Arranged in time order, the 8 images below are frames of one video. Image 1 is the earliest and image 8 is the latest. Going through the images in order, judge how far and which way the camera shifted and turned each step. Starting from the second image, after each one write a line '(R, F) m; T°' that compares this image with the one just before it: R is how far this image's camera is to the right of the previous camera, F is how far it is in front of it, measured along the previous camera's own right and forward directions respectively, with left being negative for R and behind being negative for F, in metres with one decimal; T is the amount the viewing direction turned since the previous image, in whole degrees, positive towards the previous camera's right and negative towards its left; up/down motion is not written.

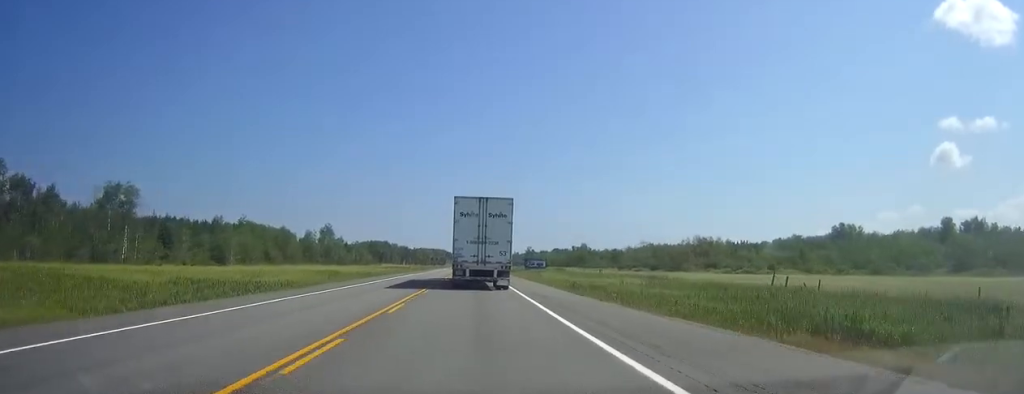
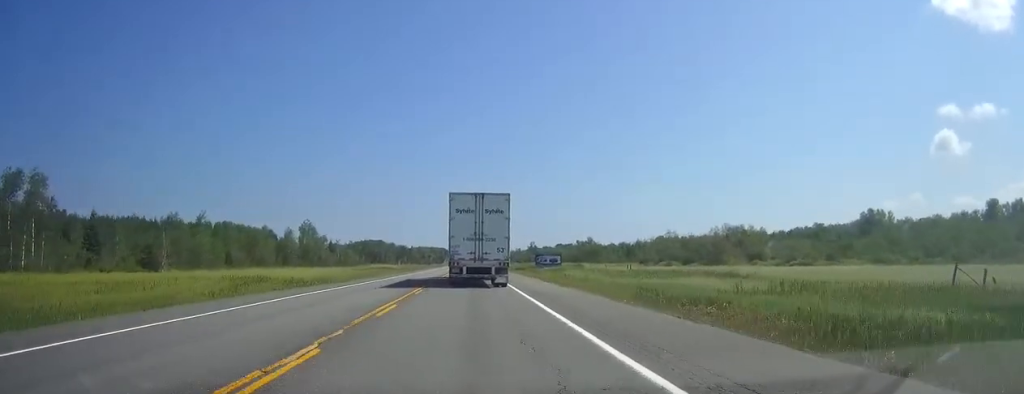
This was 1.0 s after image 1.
(0.0, +28.1) m; 0°
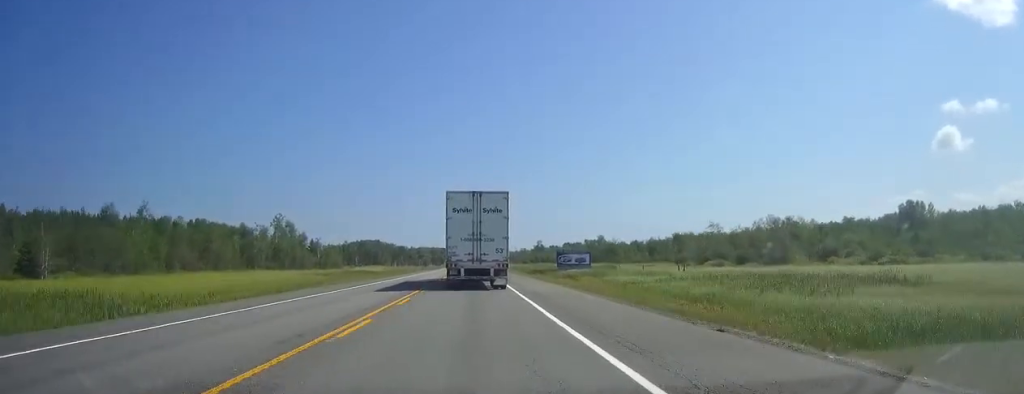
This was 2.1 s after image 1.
(-0.1, +31.0) m; 0°
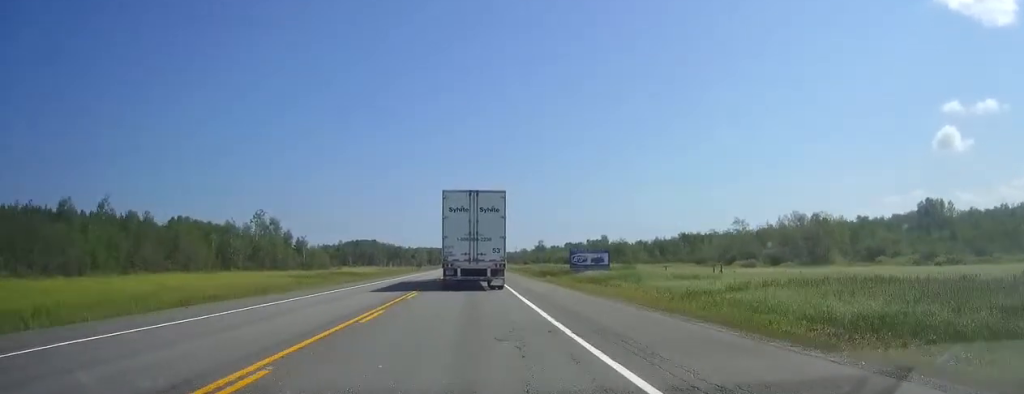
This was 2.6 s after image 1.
(0.0, +15.0) m; 0°
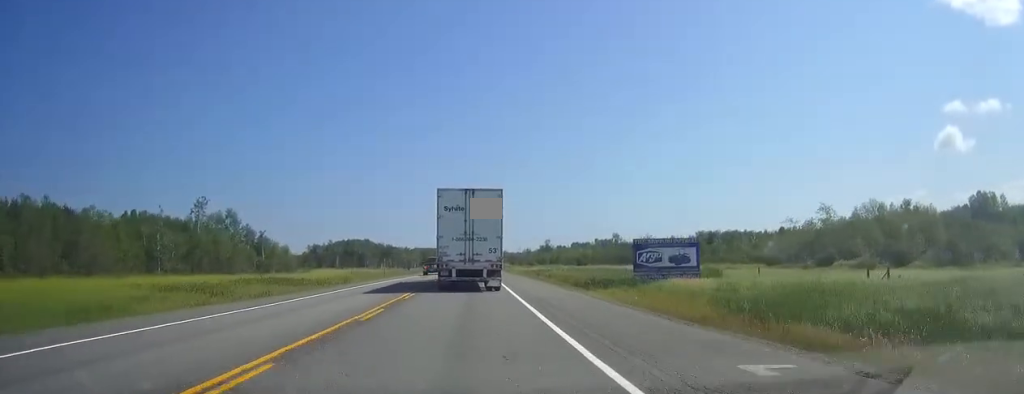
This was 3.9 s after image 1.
(-0.1, +34.8) m; 0°
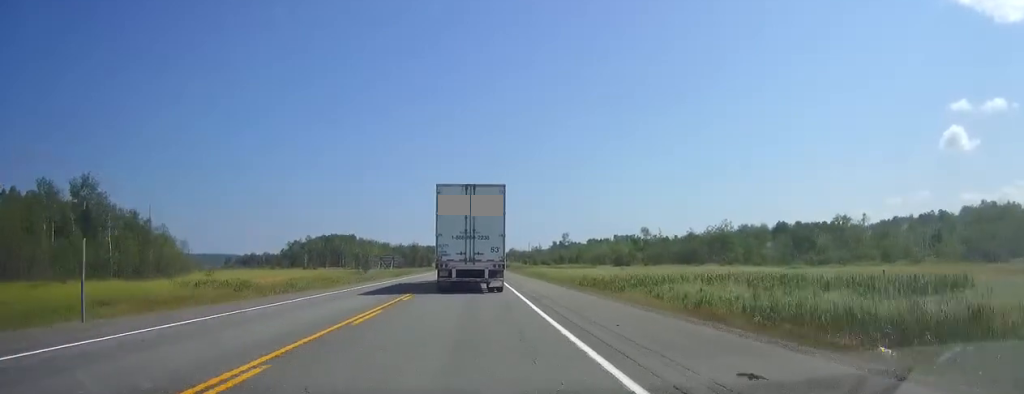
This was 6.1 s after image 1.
(+0.1, +63.8) m; 0°
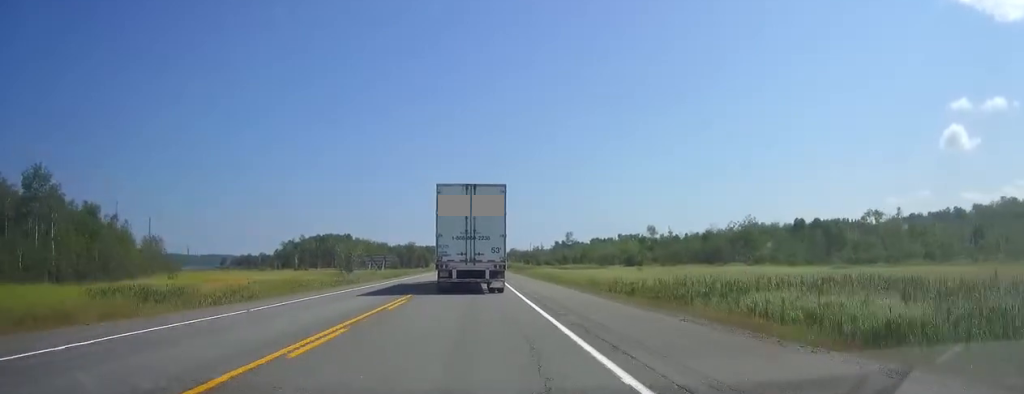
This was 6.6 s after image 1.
(0.0, +13.1) m; 0°
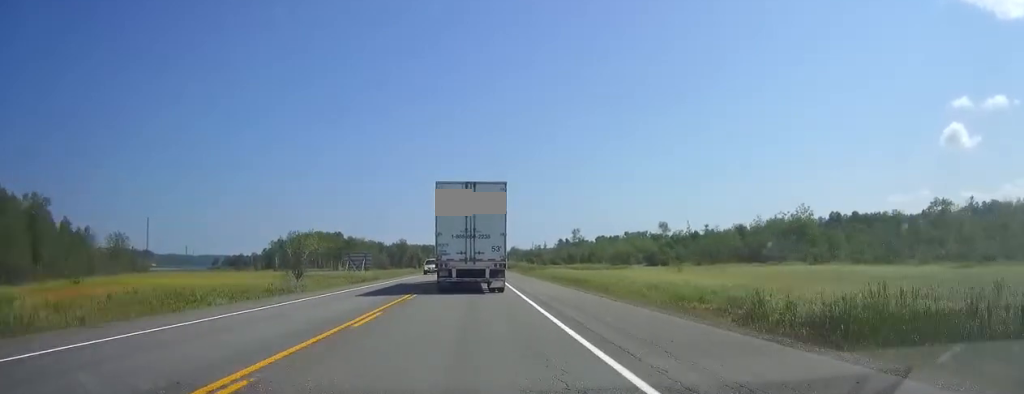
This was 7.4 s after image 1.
(-0.1, +23.3) m; 0°
